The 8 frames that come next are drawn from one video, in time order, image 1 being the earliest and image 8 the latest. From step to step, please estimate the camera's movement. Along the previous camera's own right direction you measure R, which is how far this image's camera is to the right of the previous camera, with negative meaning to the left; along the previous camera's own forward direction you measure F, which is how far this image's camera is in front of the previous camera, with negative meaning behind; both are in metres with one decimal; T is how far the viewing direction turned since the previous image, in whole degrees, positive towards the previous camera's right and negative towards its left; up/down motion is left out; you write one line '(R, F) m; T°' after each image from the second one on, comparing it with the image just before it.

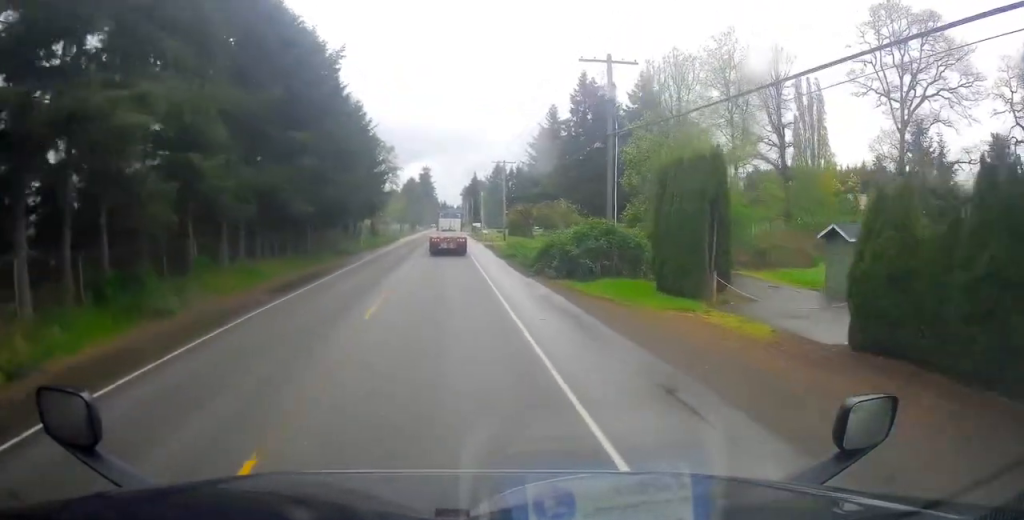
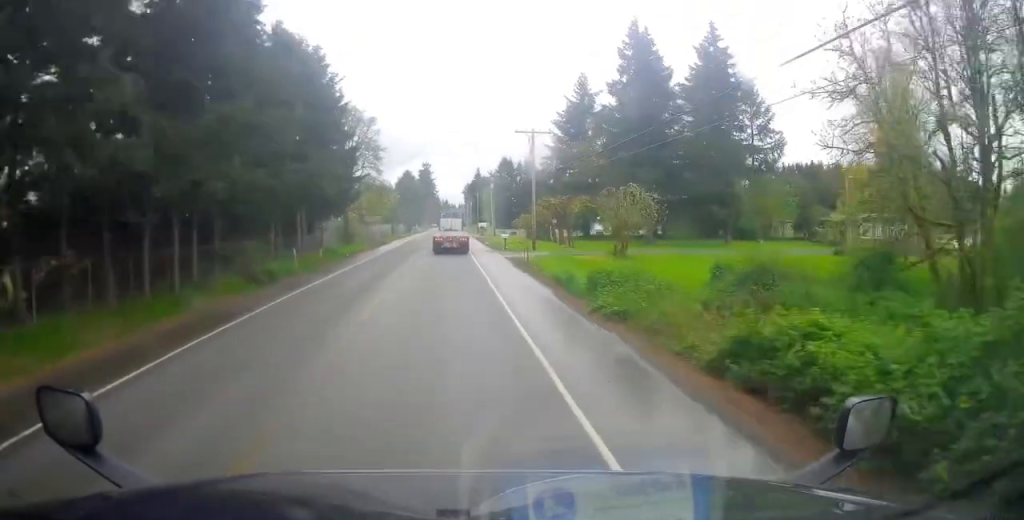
(+0.2, +25.3) m; +2°
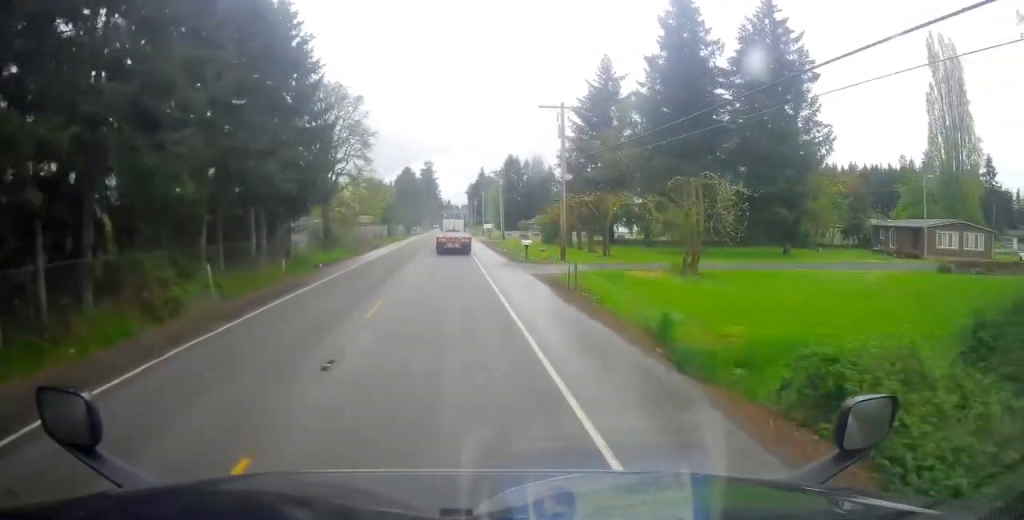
(+0.1, +11.9) m; -1°
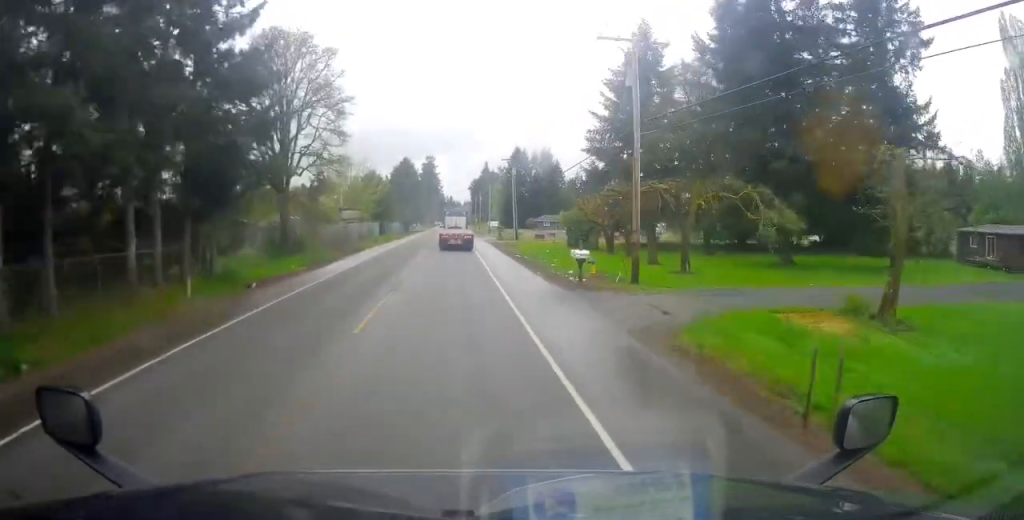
(-0.3, +14.7) m; -2°
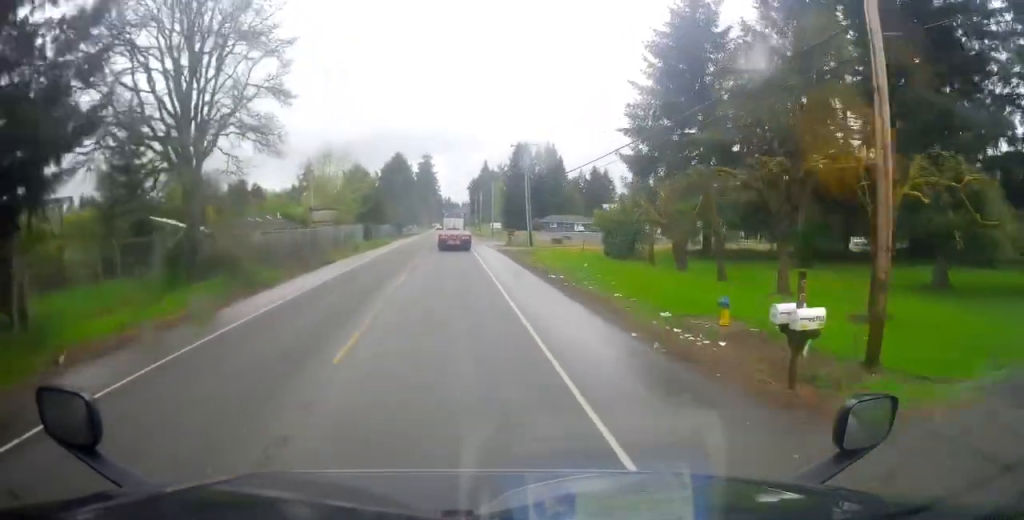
(-0.4, +14.6) m; 0°
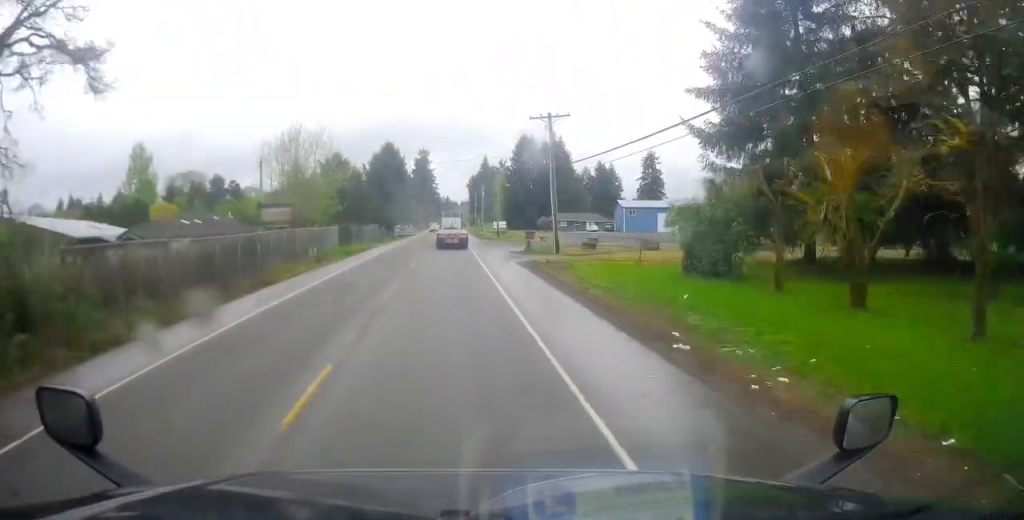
(+0.4, +15.1) m; +2°
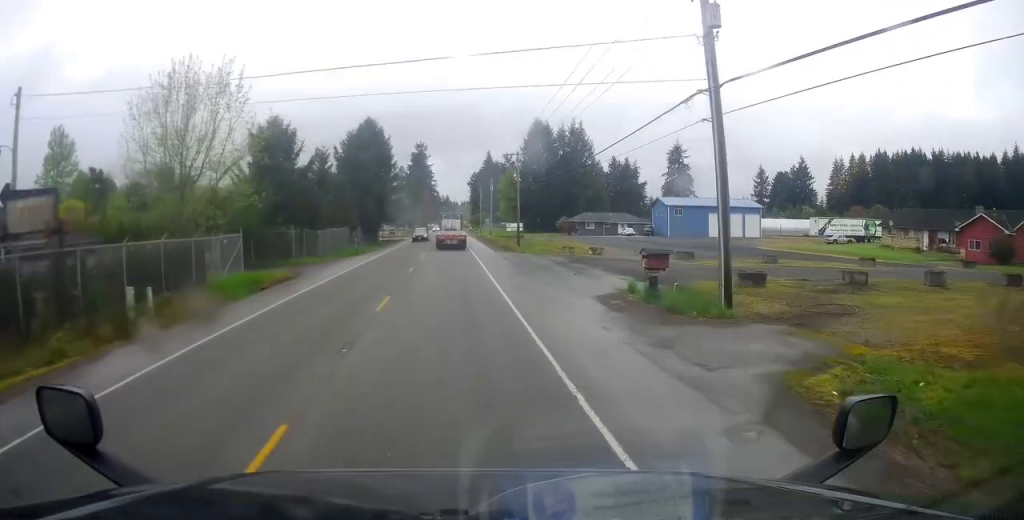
(-0.2, +26.5) m; -1°
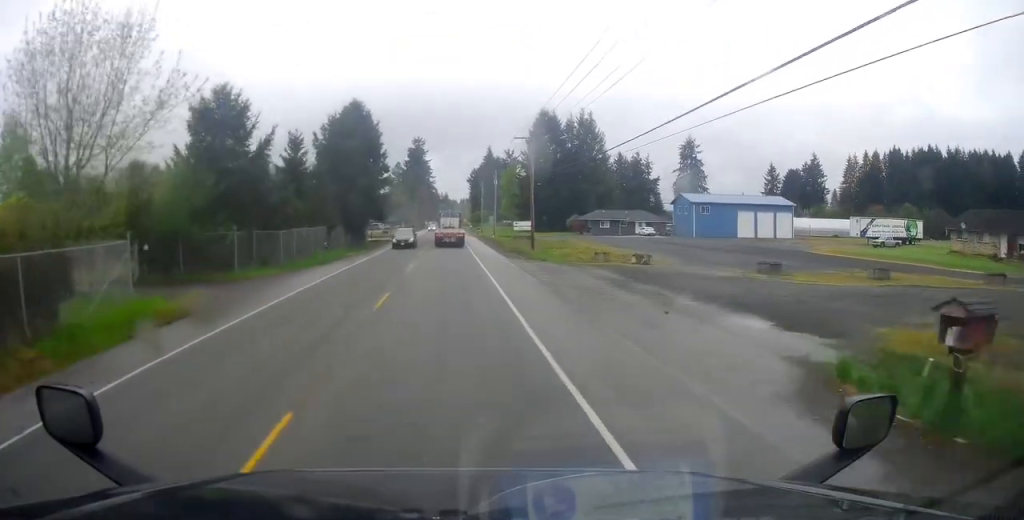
(-0.4, +11.2) m; 0°
